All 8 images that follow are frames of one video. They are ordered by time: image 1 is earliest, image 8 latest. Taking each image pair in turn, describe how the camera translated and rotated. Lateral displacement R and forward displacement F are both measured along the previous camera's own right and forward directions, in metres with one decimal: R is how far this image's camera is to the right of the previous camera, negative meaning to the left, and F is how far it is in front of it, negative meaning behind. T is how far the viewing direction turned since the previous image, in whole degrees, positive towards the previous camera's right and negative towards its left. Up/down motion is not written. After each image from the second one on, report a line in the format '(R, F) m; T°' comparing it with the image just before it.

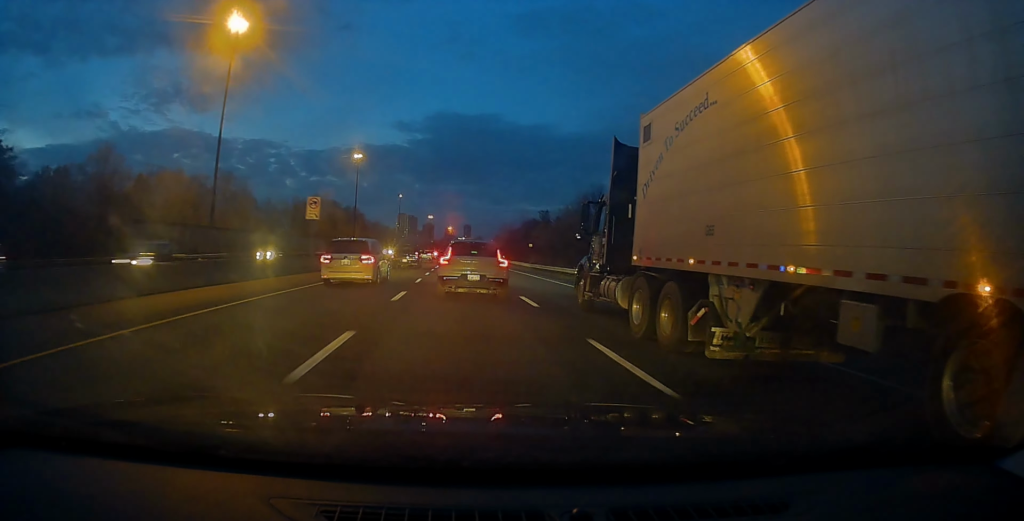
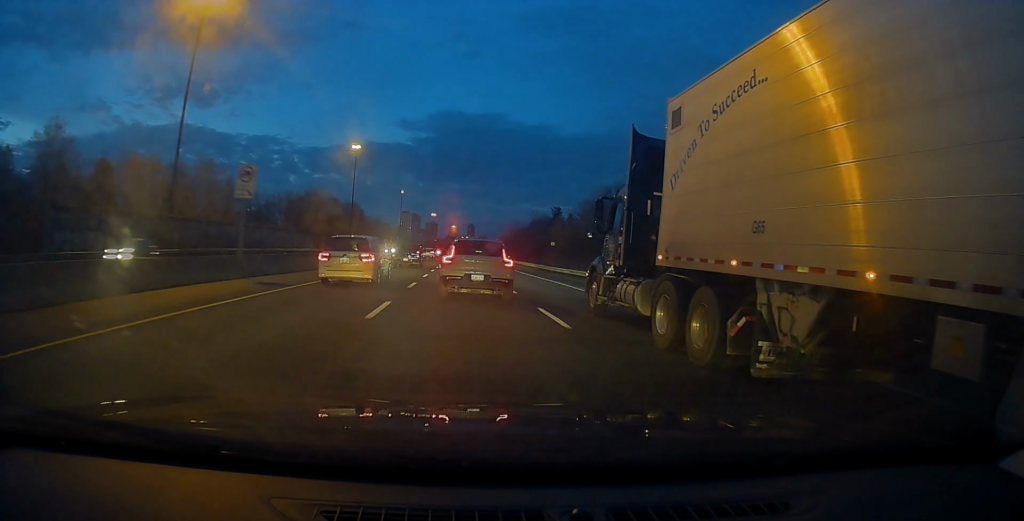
(0.0, +12.9) m; 0°
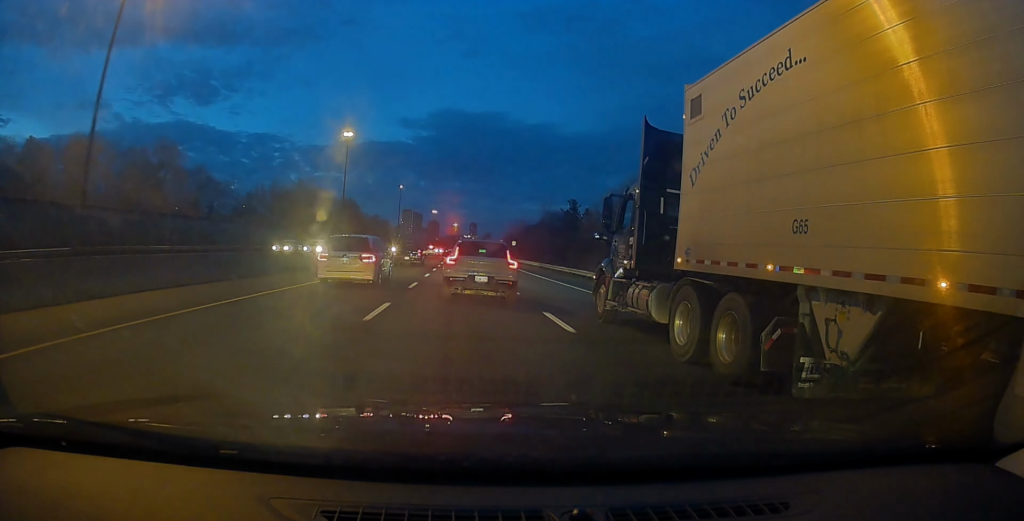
(+0.1, +18.7) m; 0°
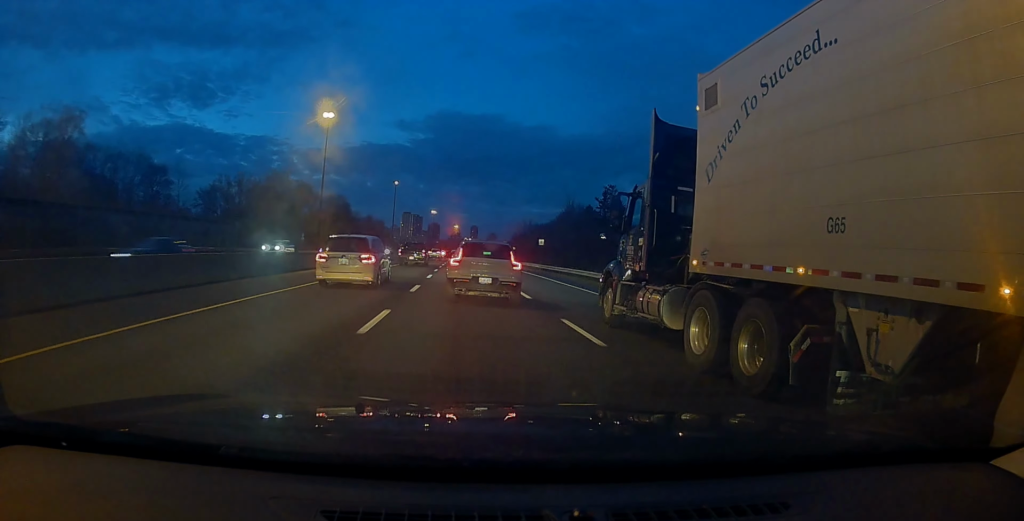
(0.0, +28.6) m; 0°
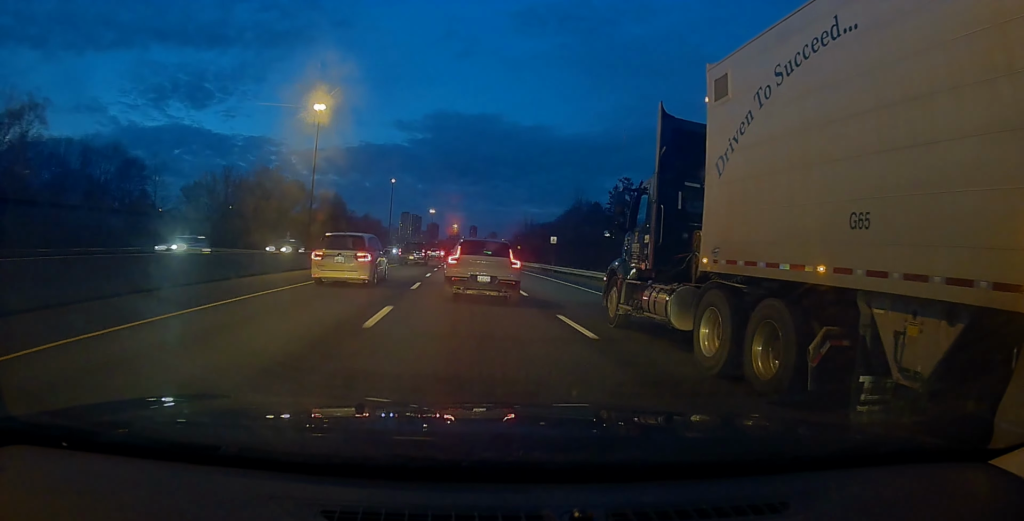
(-0.1, +8.4) m; -1°
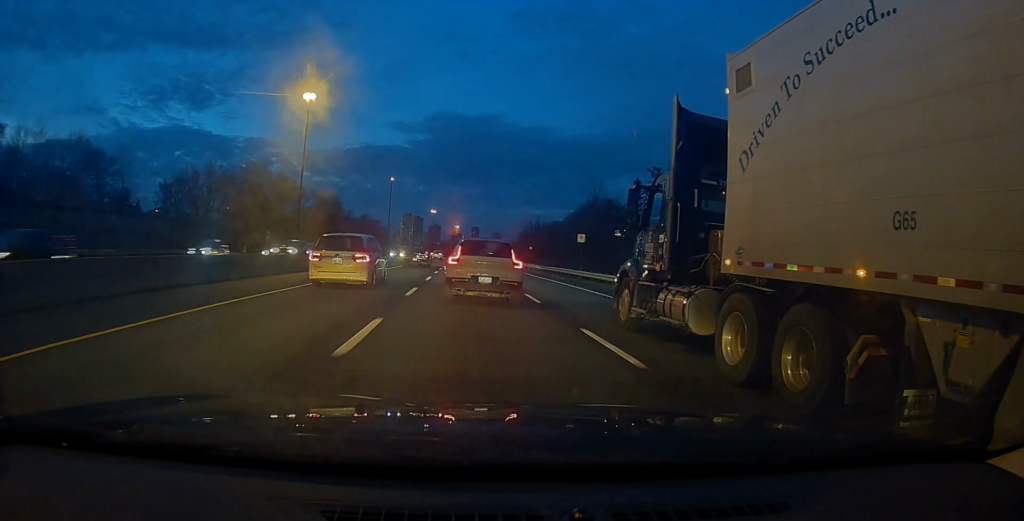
(-0.2, +11.2) m; -1°
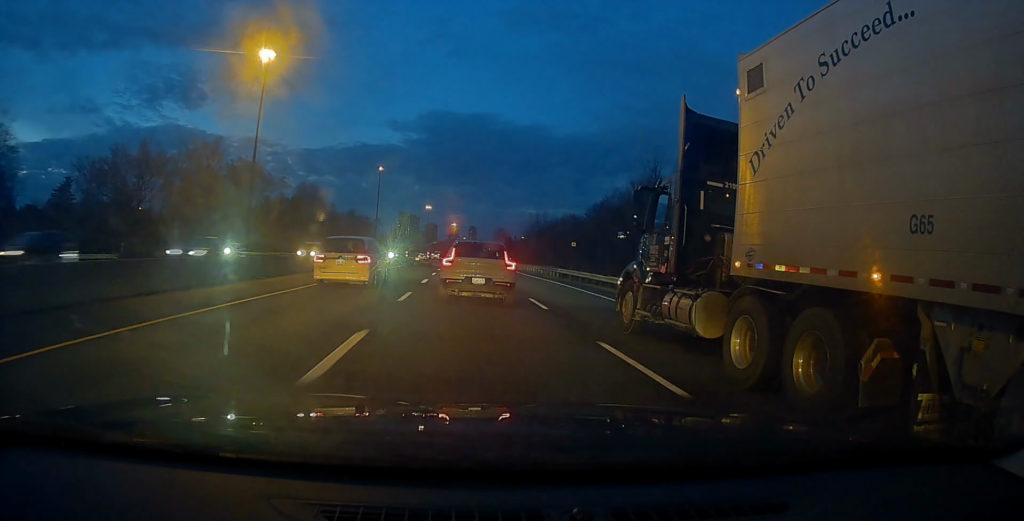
(+0.7, +29.0) m; +2°
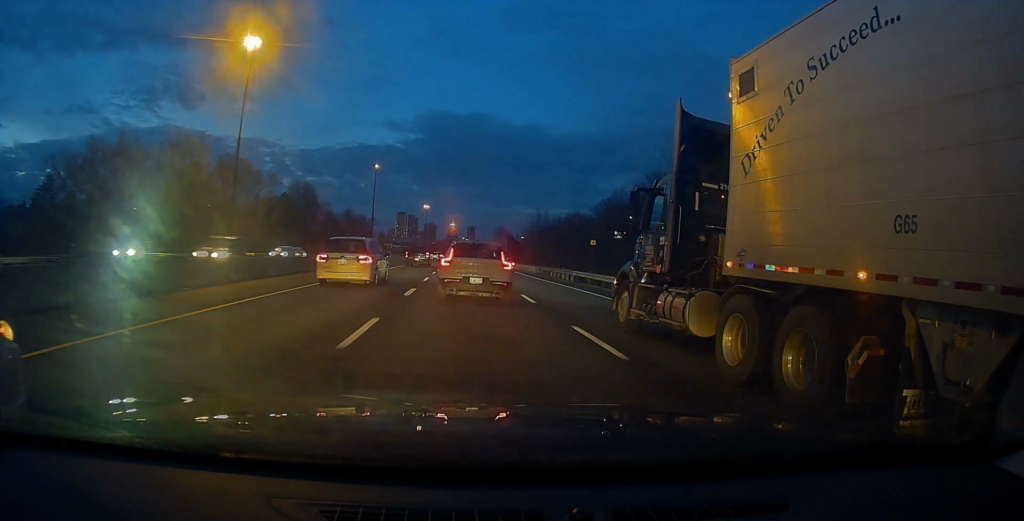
(-0.2, +7.0) m; -1°
